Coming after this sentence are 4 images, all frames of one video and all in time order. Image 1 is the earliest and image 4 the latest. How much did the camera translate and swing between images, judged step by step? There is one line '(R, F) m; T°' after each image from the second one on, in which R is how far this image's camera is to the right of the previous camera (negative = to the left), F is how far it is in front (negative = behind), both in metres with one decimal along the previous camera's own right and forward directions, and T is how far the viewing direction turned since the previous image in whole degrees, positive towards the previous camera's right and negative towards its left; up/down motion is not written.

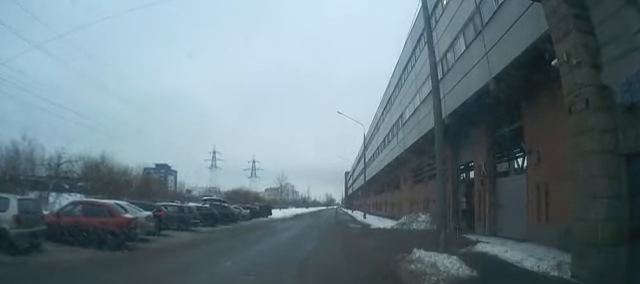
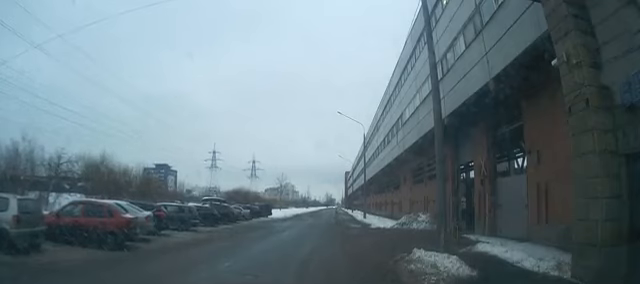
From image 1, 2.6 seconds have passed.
(+0.2, -0.1) m; 0°
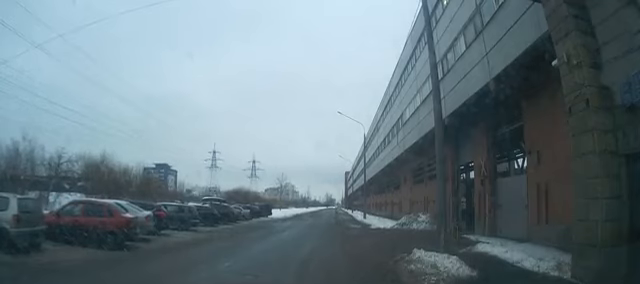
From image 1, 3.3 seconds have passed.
(+0.2, 0.0) m; 0°
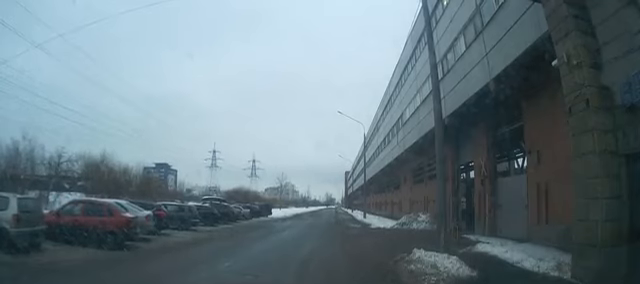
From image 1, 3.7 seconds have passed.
(+0.1, 0.0) m; 0°
